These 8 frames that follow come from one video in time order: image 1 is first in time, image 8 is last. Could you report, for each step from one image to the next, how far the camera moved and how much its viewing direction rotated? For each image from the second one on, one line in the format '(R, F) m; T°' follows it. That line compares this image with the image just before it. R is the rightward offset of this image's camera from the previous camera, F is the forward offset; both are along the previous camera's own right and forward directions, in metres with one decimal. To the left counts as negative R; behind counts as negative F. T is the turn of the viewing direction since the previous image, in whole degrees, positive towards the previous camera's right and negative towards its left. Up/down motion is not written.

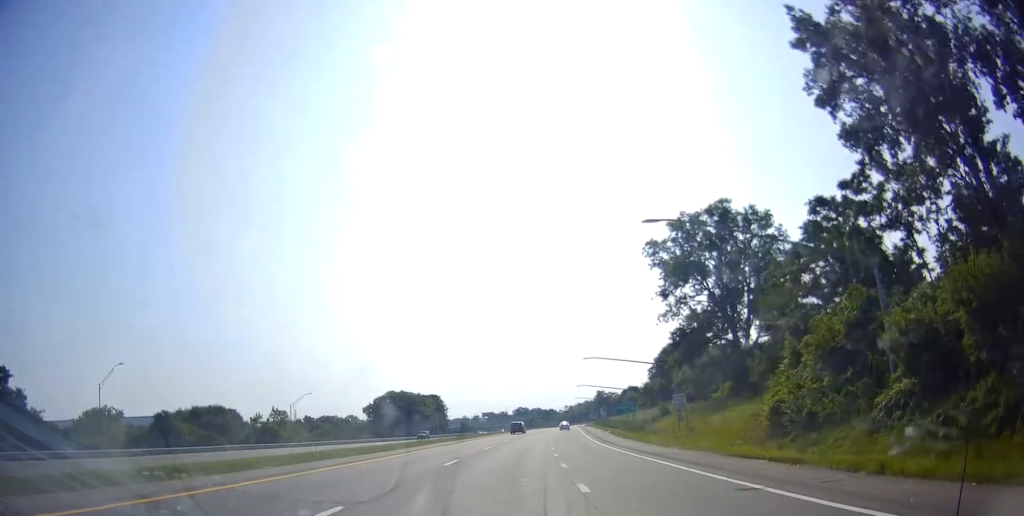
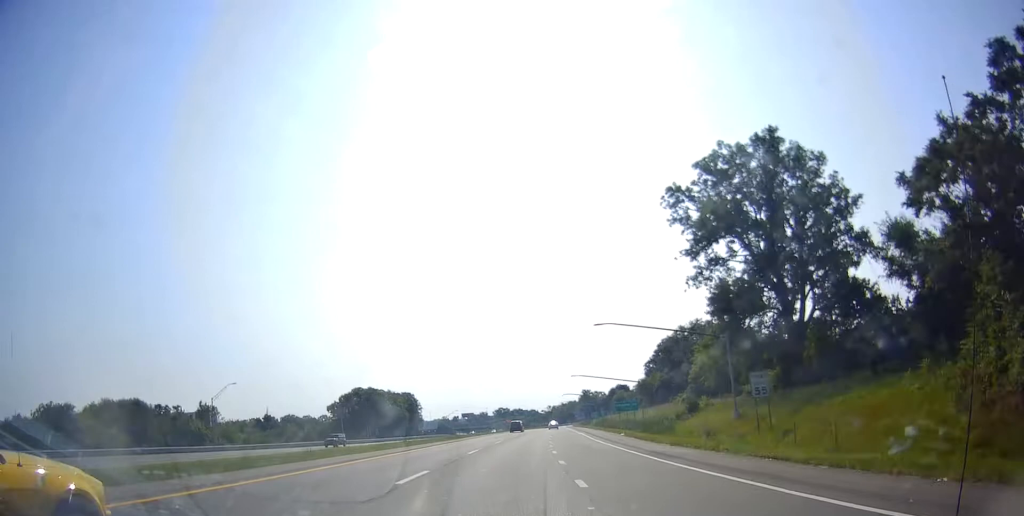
(+0.4, +22.4) m; +2°
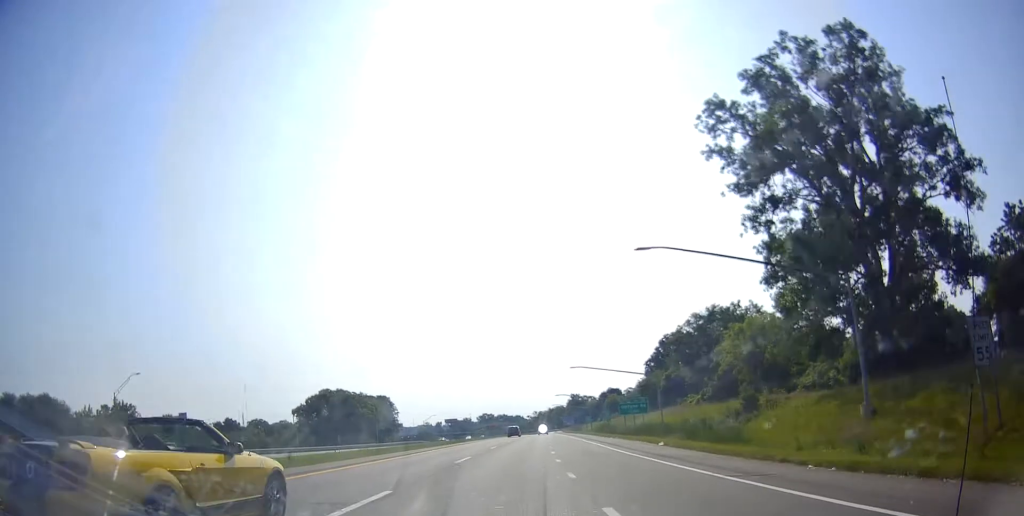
(0.0, +20.0) m; +2°
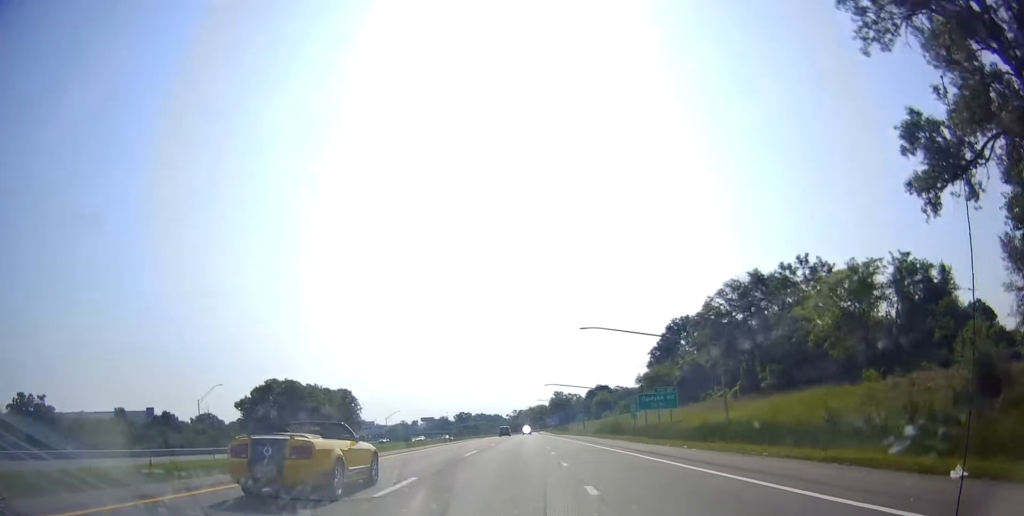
(+1.1, +27.8) m; +3°
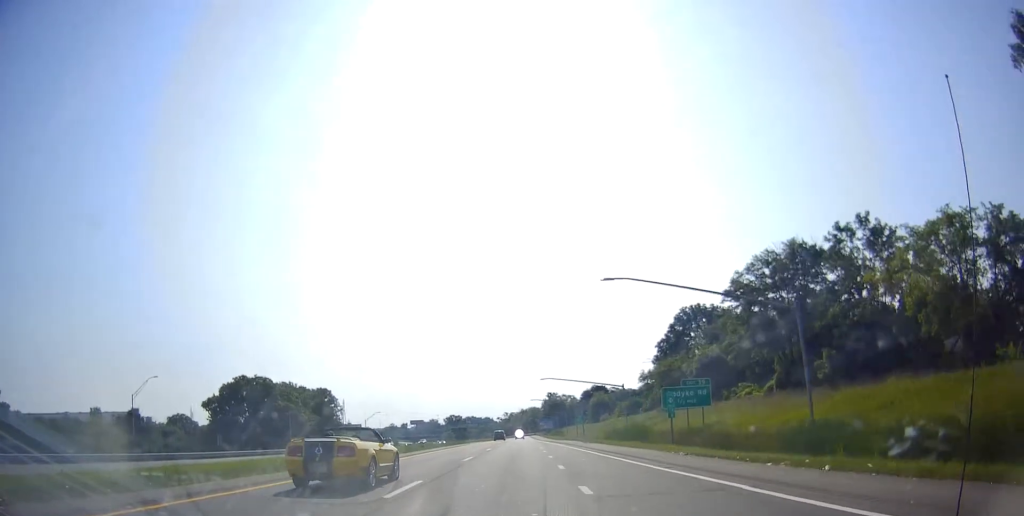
(+0.1, +14.4) m; 0°
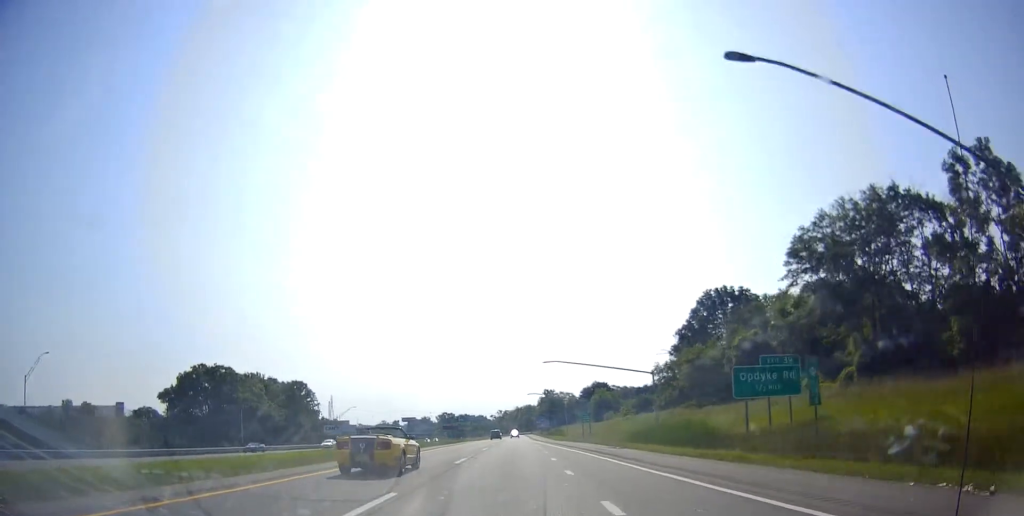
(-0.1, +17.8) m; +1°
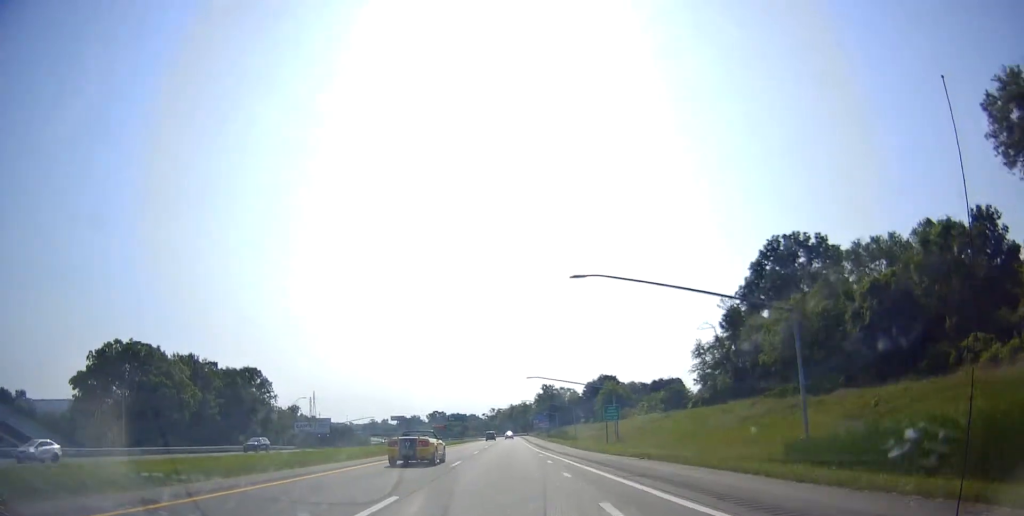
(+0.7, +30.6) m; +1°
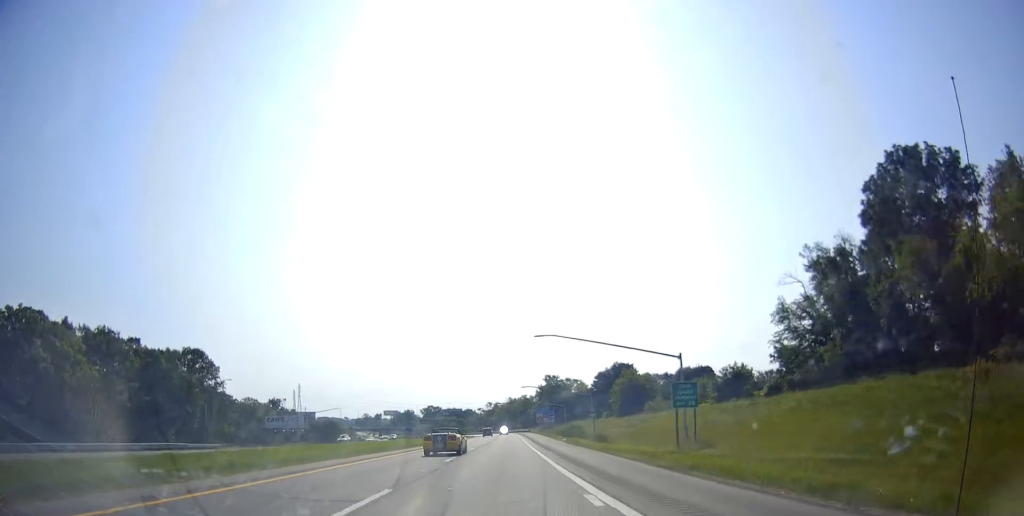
(-0.5, +29.7) m; -1°
